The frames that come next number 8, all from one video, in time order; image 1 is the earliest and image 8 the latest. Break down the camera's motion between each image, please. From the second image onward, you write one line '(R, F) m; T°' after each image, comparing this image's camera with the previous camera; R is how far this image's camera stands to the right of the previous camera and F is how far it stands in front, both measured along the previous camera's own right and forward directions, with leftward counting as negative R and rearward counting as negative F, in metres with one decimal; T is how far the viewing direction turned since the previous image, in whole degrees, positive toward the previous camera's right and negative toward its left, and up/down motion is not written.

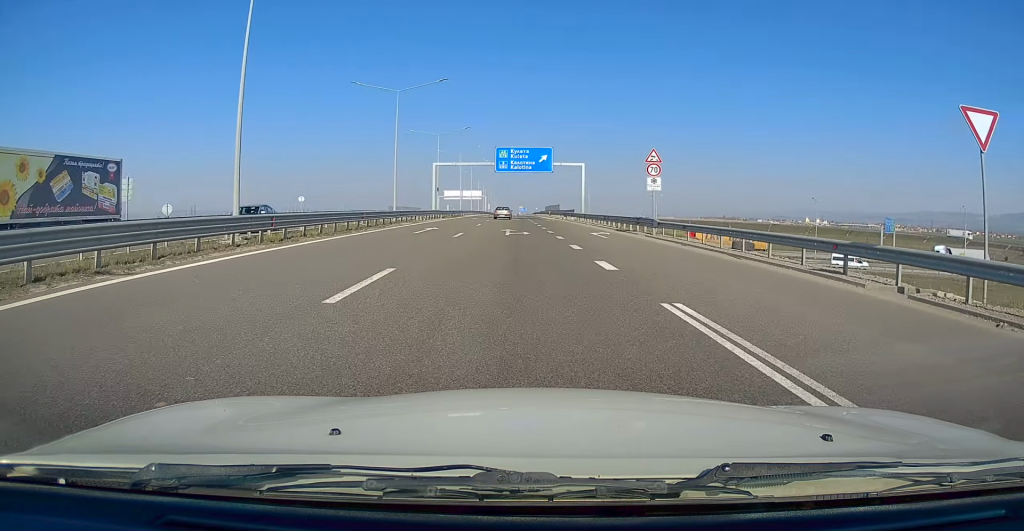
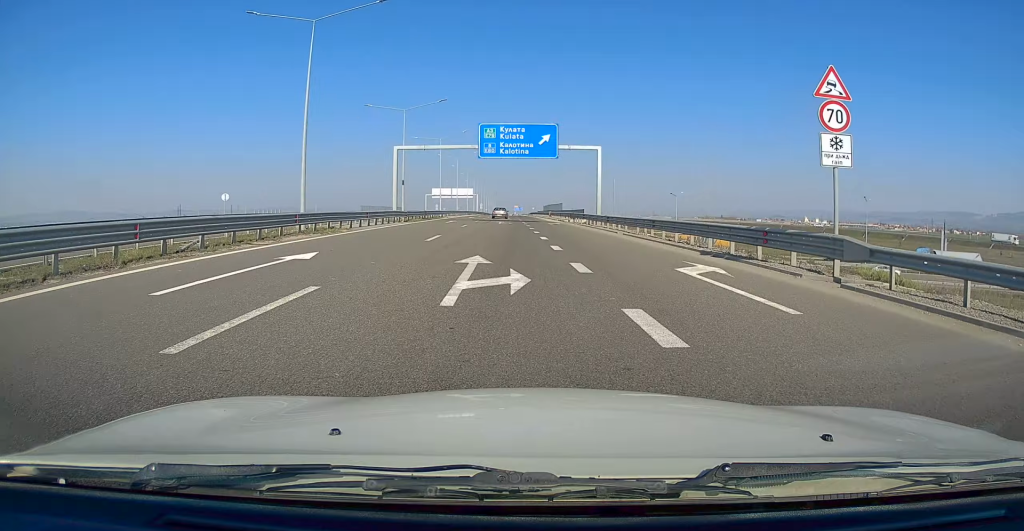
(+0.2, +18.6) m; 0°
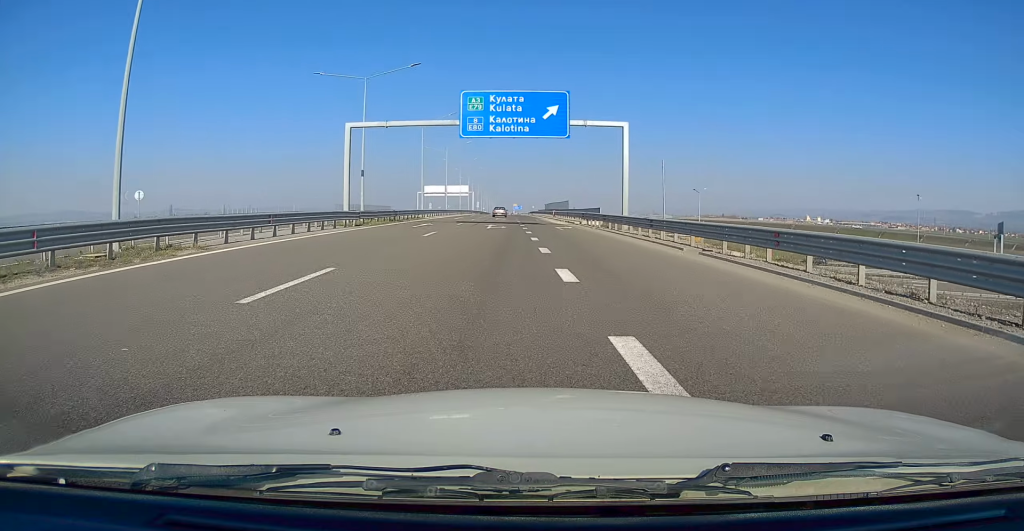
(-0.2, +13.7) m; 0°
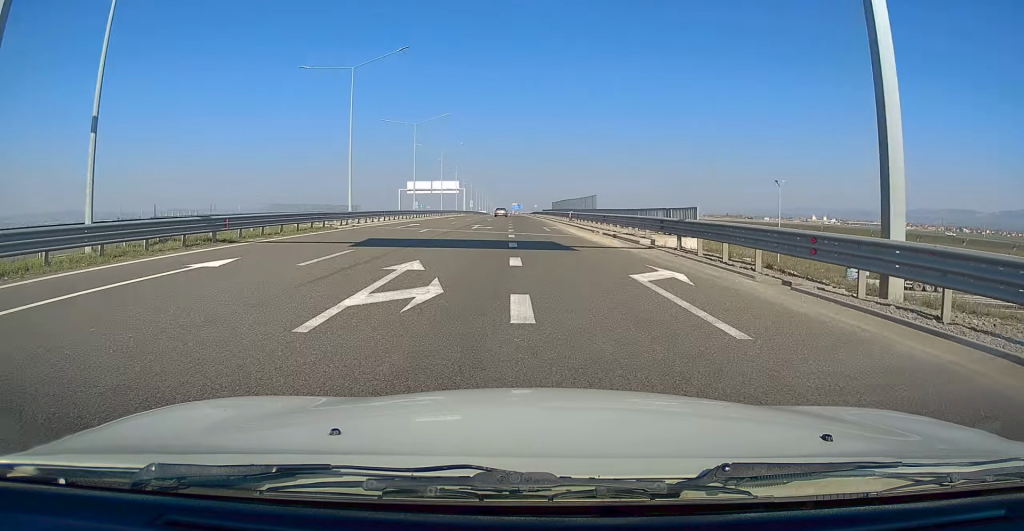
(+0.2, +27.5) m; 0°
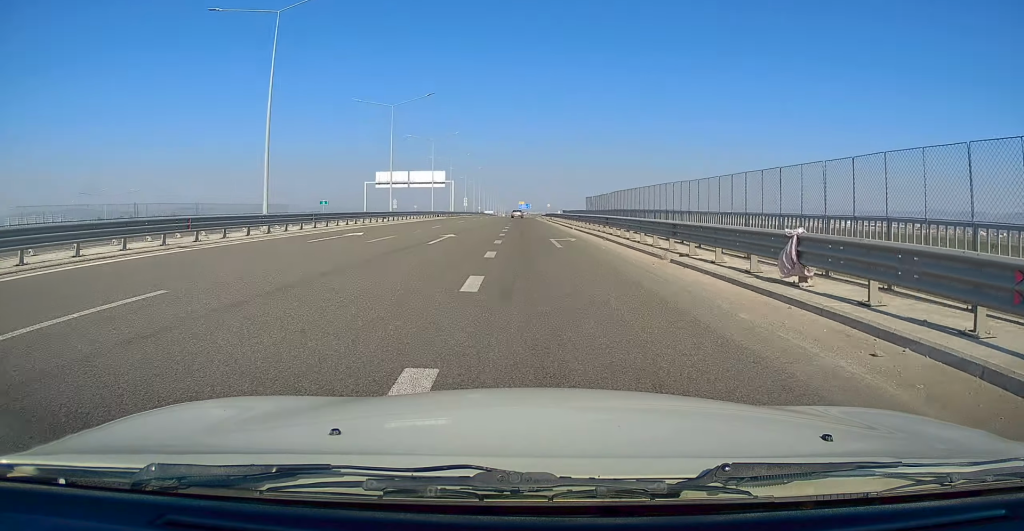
(-0.4, +39.5) m; 0°
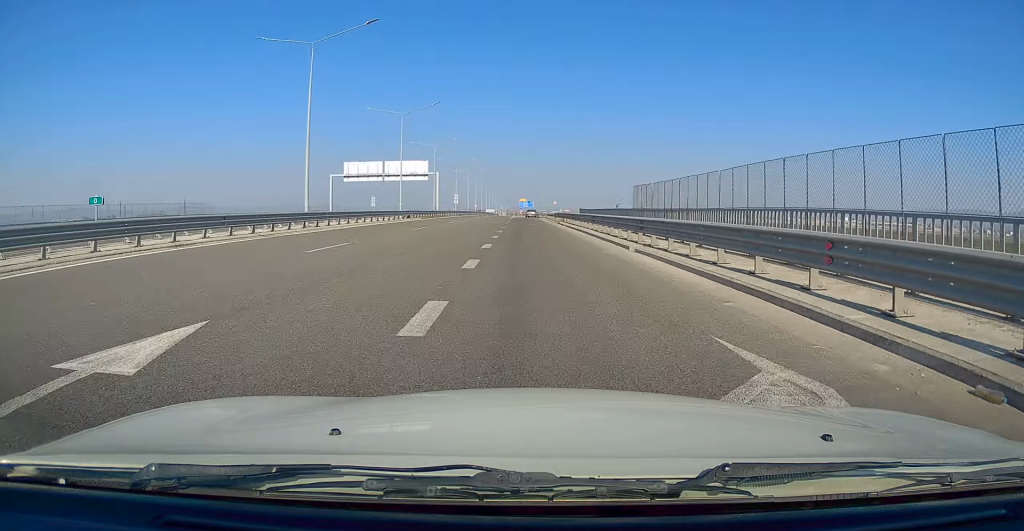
(+0.2, +20.9) m; 0°
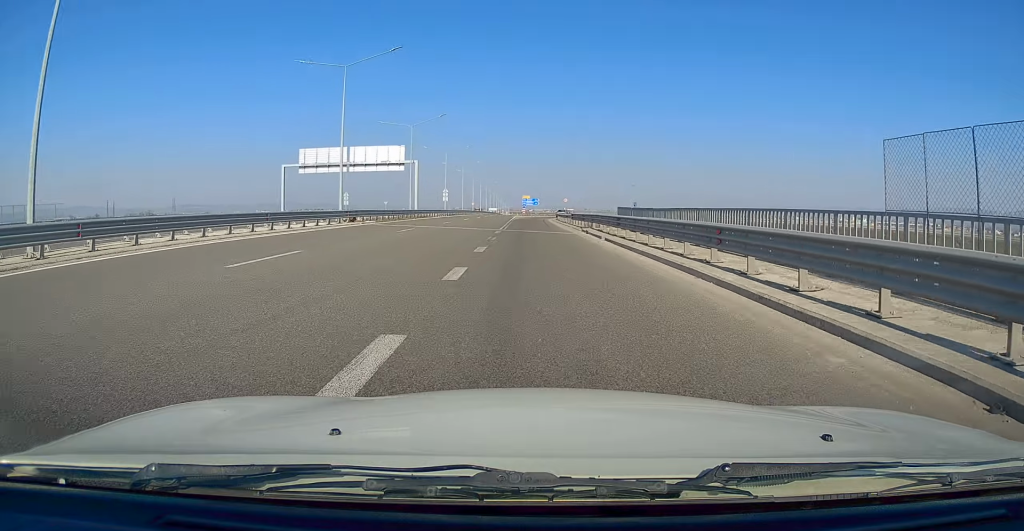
(-0.3, +20.1) m; -1°
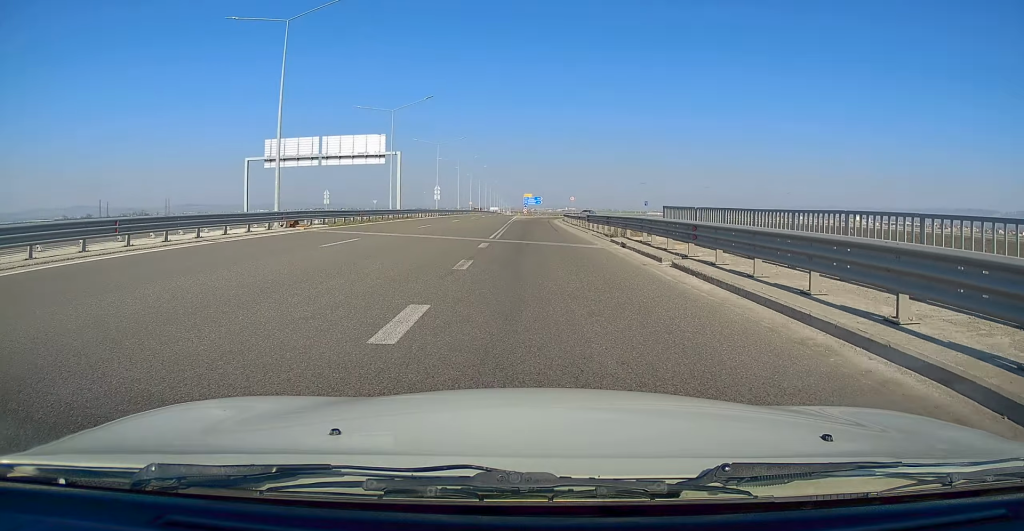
(+0.1, +10.6) m; 0°
